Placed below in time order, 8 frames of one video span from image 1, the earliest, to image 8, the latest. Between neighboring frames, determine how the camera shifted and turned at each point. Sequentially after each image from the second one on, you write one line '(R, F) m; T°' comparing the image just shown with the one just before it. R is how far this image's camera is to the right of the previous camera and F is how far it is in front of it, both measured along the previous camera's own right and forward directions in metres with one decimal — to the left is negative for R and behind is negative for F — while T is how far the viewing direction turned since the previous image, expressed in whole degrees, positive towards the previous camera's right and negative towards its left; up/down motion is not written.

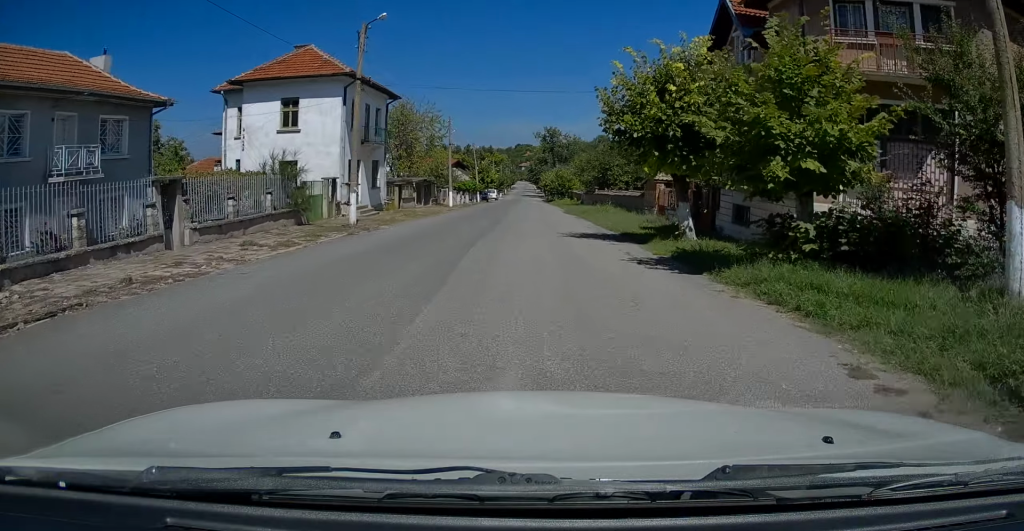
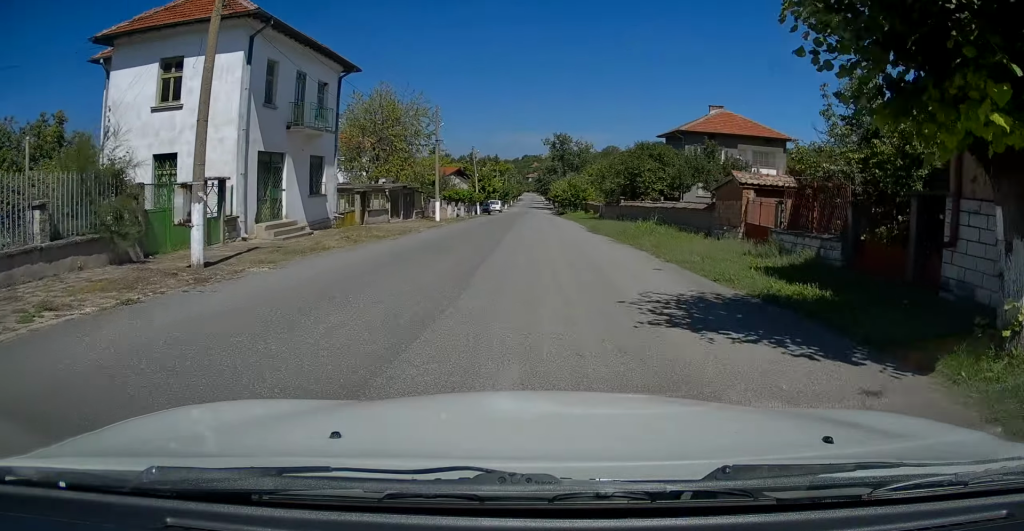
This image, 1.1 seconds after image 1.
(-0.2, +11.5) m; -2°
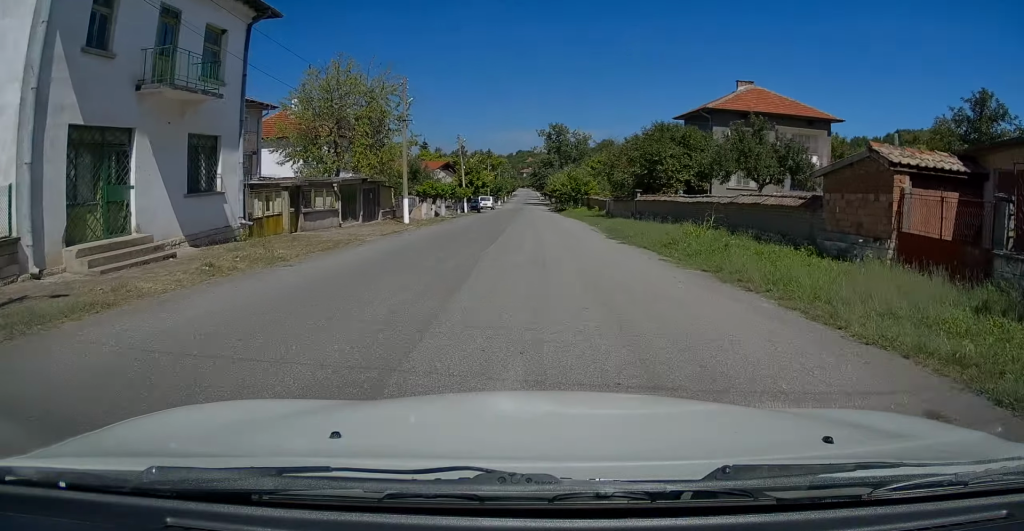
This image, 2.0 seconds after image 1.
(-0.1, +8.8) m; -1°
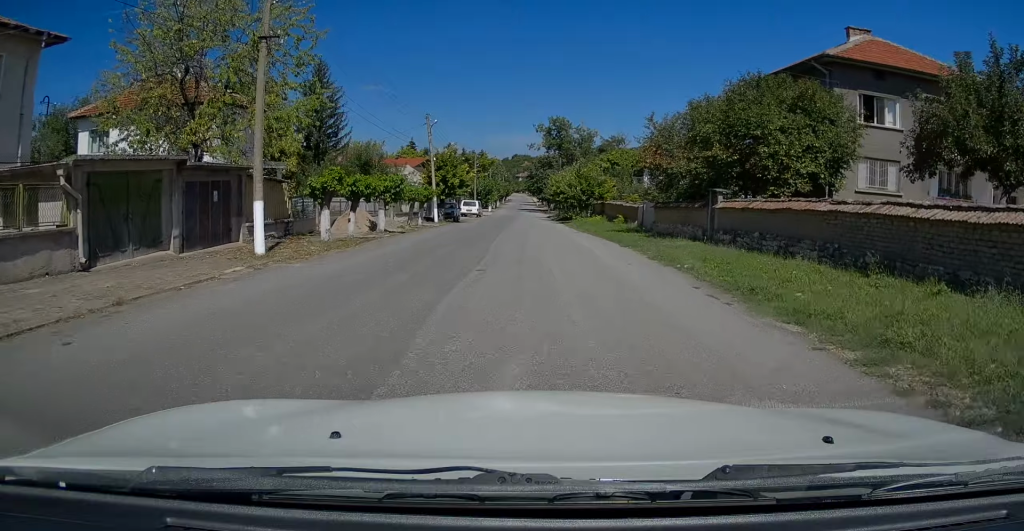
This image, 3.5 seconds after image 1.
(+0.1, +17.1) m; 0°
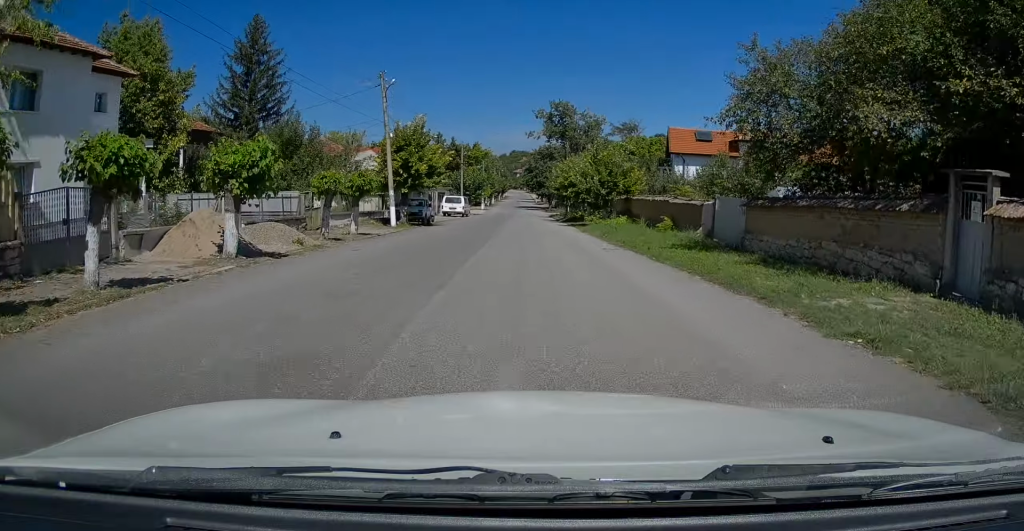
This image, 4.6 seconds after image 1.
(0.0, +13.4) m; 0°
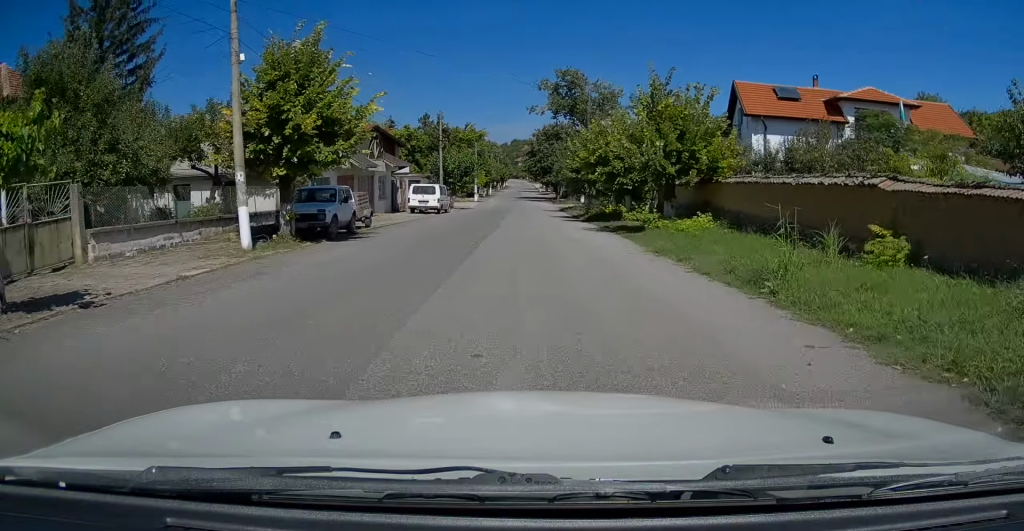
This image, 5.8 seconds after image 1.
(+0.1, +16.3) m; +1°
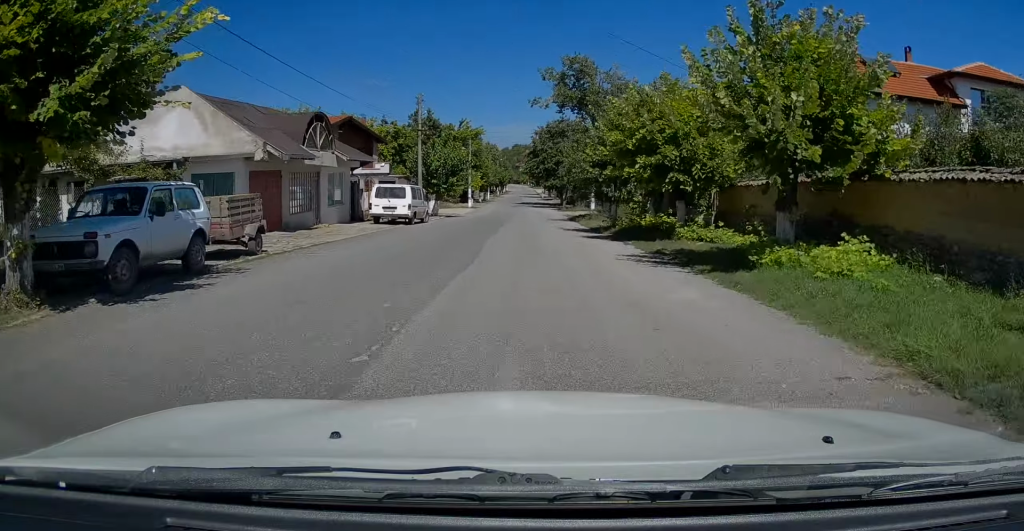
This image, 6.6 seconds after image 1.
(+0.1, +9.8) m; 0°
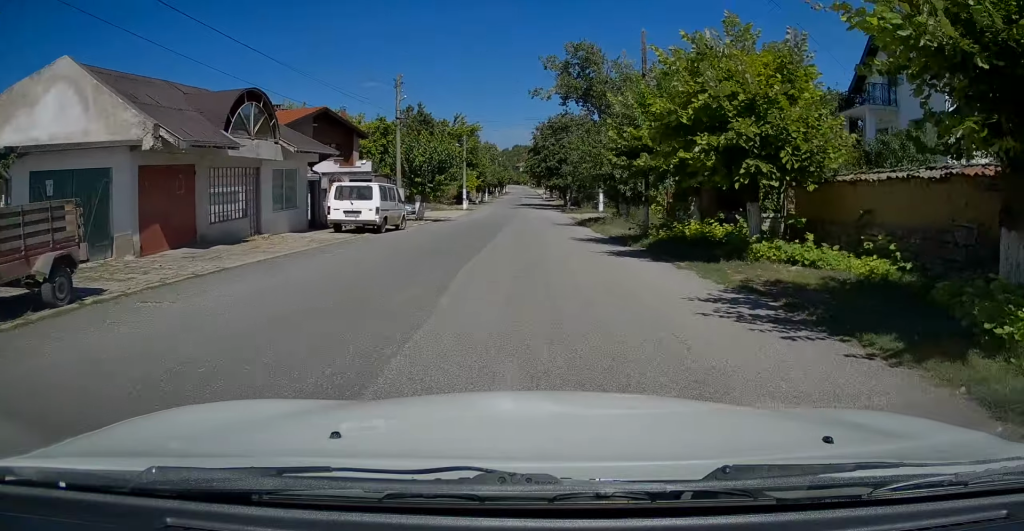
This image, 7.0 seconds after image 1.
(0.0, +6.2) m; 0°
